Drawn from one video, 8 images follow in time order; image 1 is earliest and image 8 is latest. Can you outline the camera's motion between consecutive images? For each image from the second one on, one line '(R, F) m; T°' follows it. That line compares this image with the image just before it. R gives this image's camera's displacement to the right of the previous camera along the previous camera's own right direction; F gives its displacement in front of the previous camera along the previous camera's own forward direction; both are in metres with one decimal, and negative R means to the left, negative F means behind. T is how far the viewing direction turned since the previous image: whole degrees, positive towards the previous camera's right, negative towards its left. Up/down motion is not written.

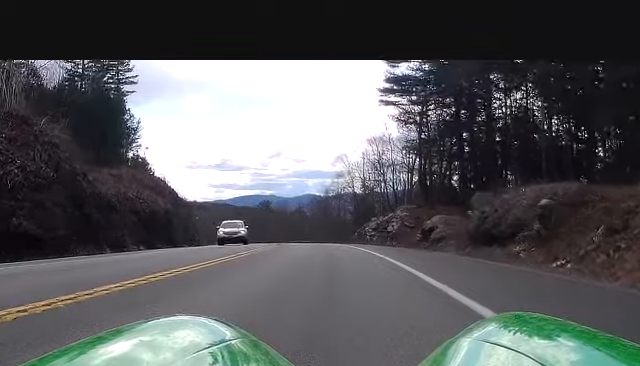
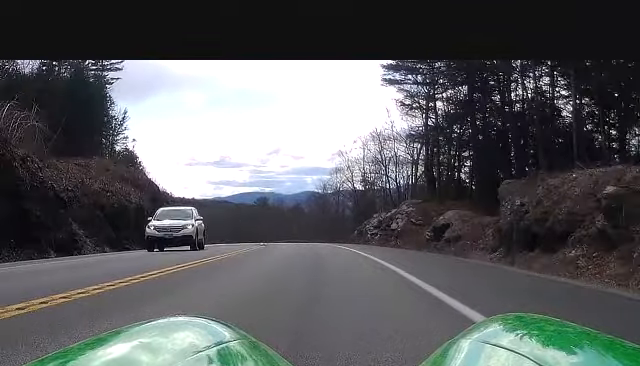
(-0.1, +8.2) m; -1°
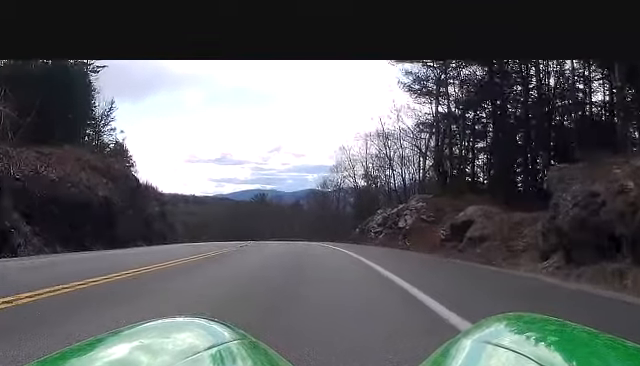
(0.0, +8.2) m; 0°
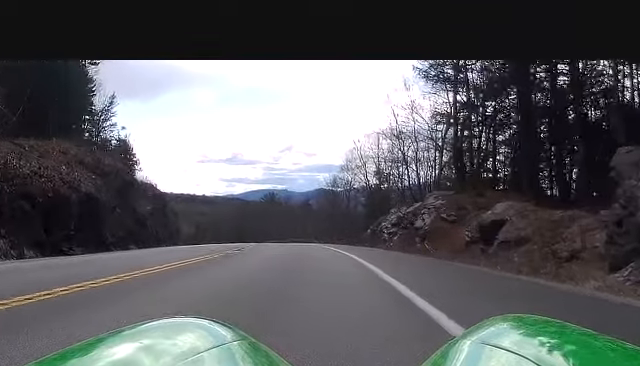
(0.0, +5.4) m; 0°
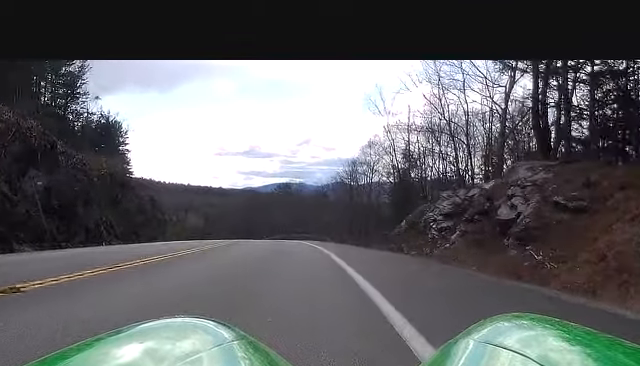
(0.0, +22.1) m; -2°
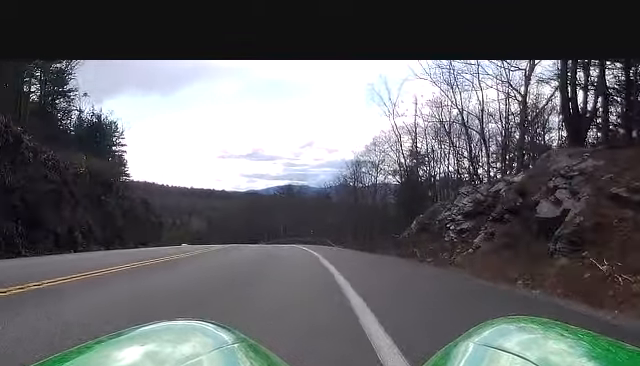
(-0.2, +5.6) m; -1°
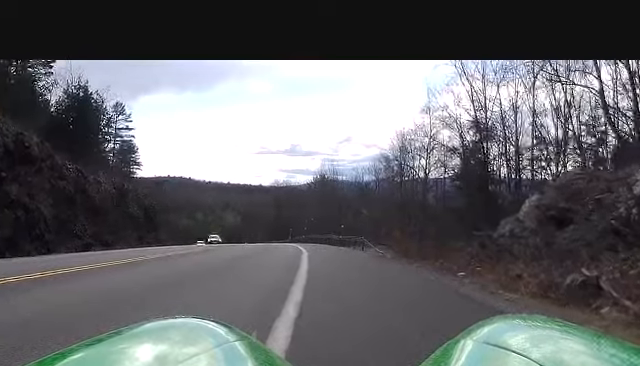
(-0.4, +22.7) m; -1°
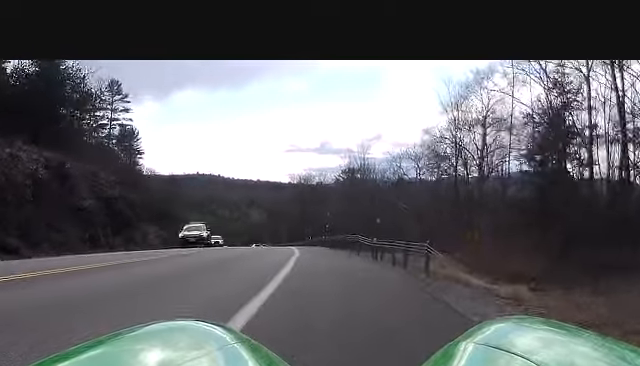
(0.0, +20.6) m; 0°
